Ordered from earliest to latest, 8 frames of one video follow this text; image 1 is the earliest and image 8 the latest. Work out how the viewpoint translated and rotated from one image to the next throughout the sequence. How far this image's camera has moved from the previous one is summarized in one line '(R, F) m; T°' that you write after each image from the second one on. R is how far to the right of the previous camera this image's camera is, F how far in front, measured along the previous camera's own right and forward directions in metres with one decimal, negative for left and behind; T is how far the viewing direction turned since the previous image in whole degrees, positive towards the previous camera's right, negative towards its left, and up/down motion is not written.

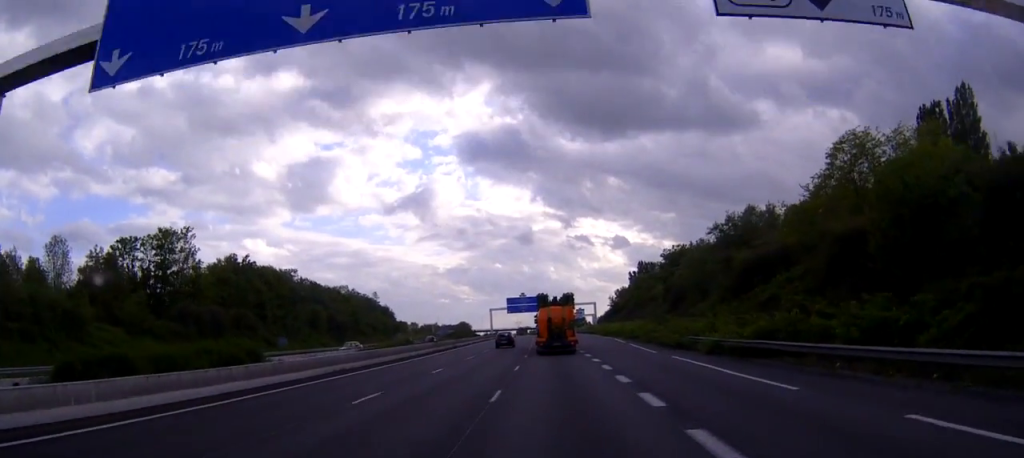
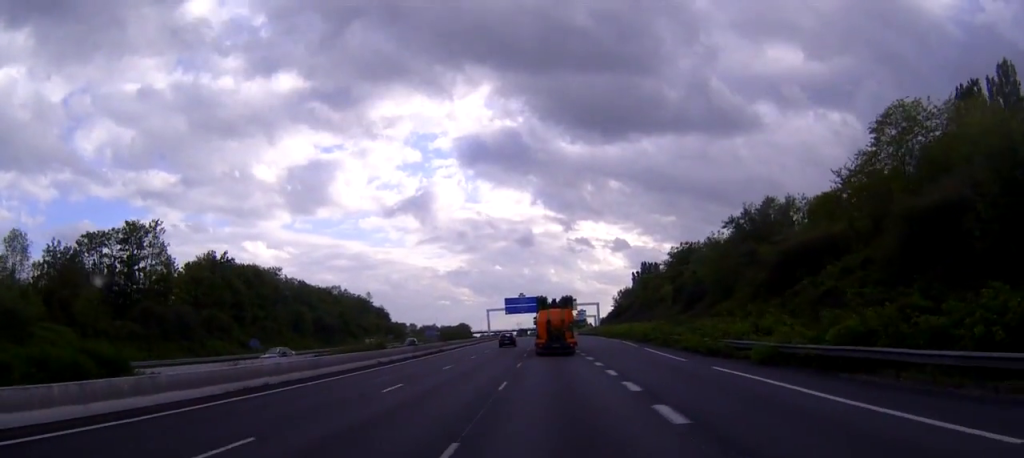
(0.0, +9.4) m; 0°
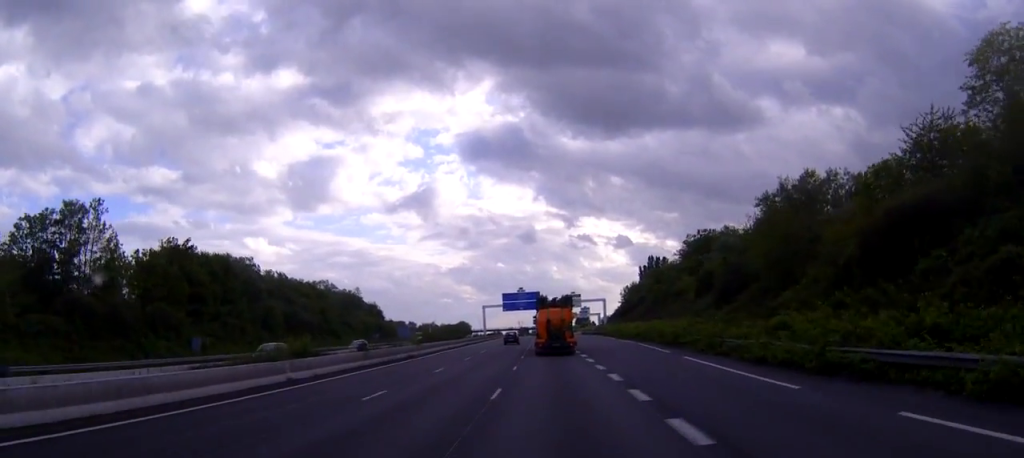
(0.0, +15.2) m; 0°
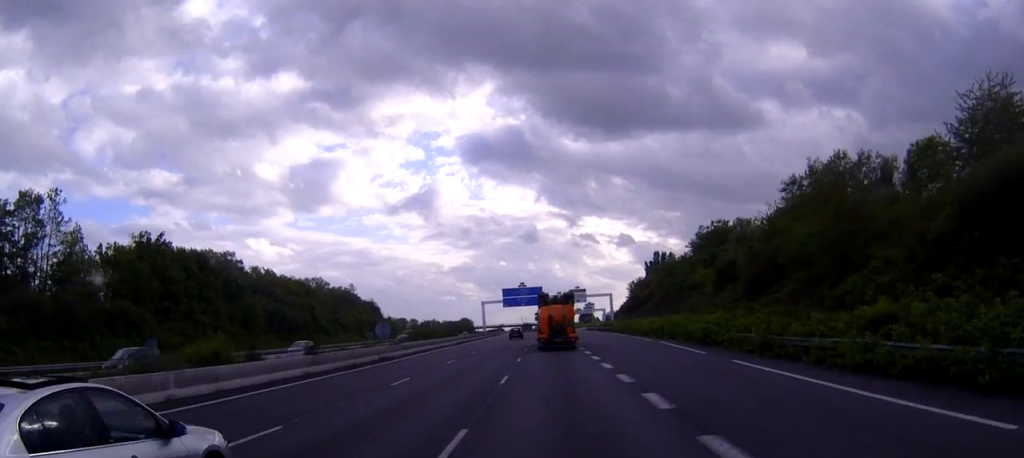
(0.0, +9.5) m; 0°
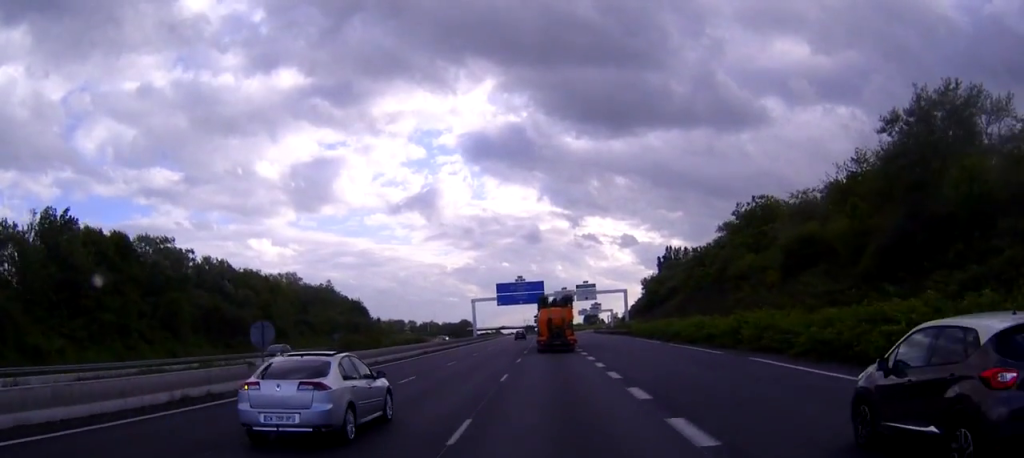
(-0.1, +24.1) m; -1°
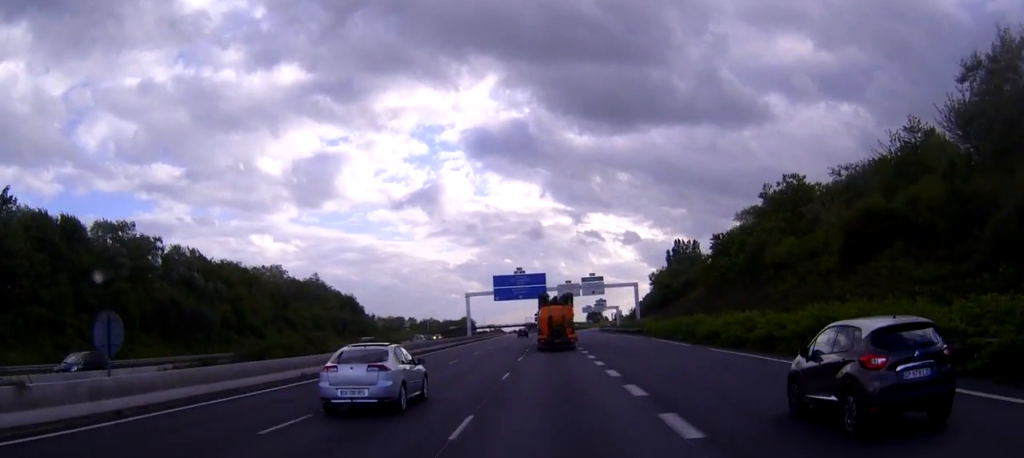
(0.0, +12.4) m; 0°
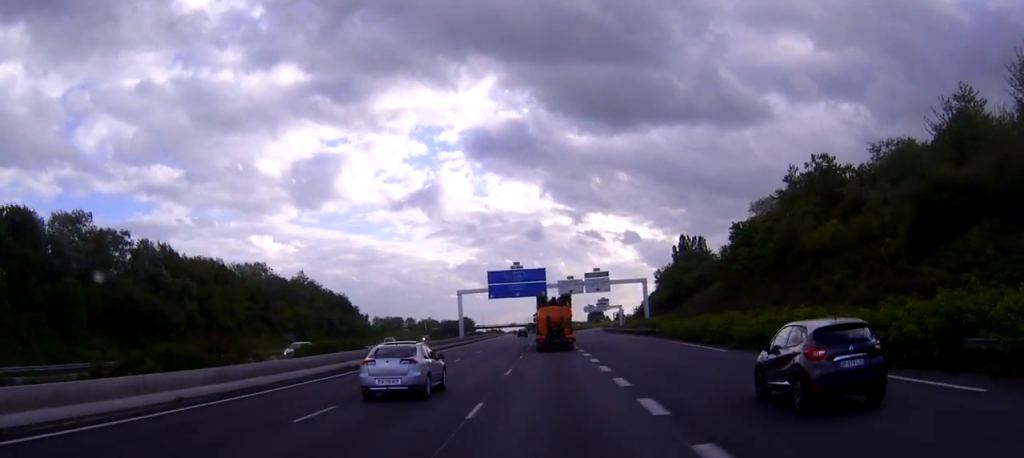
(0.0, +10.3) m; 0°
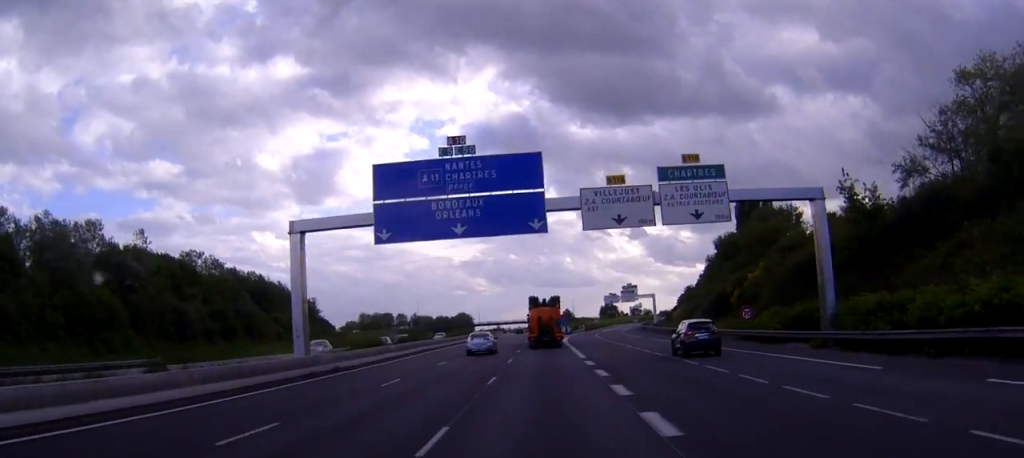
(-0.3, +69.1) m; -1°
